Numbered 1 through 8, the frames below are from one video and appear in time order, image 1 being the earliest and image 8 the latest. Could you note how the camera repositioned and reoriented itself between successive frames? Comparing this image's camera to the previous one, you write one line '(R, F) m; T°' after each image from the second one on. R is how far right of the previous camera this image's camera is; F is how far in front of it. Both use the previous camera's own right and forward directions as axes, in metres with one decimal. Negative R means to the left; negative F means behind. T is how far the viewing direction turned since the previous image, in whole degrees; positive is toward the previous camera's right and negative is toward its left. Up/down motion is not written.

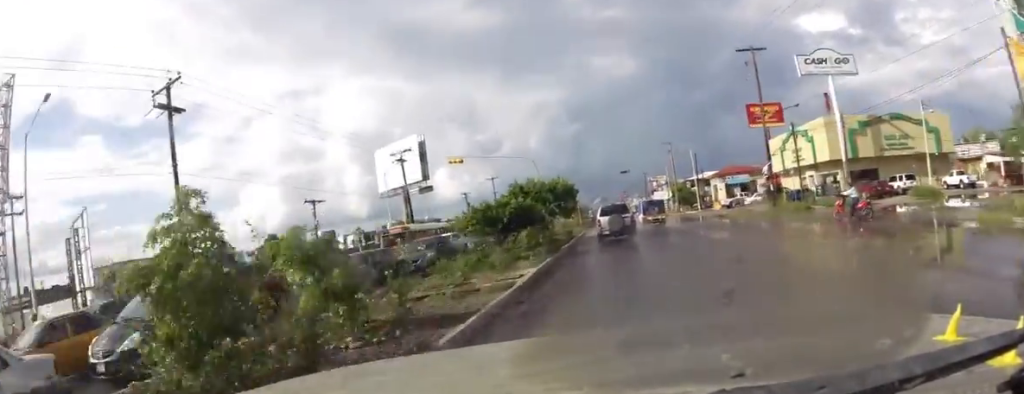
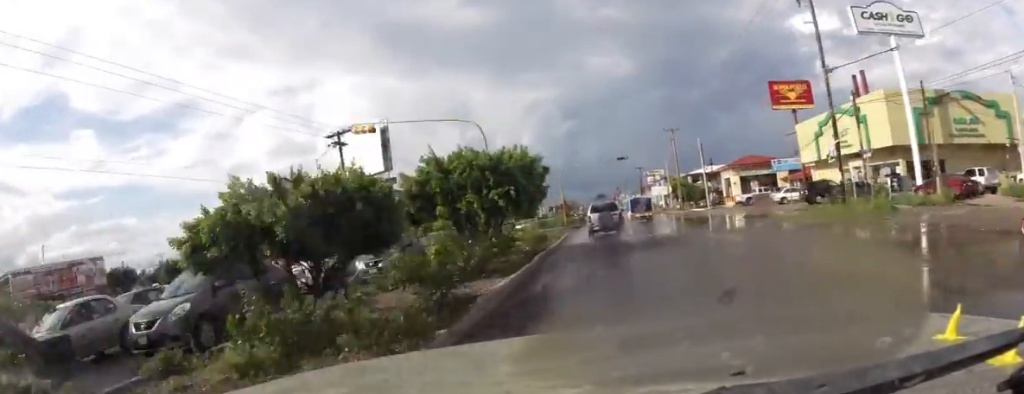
(-0.1, +13.9) m; +1°
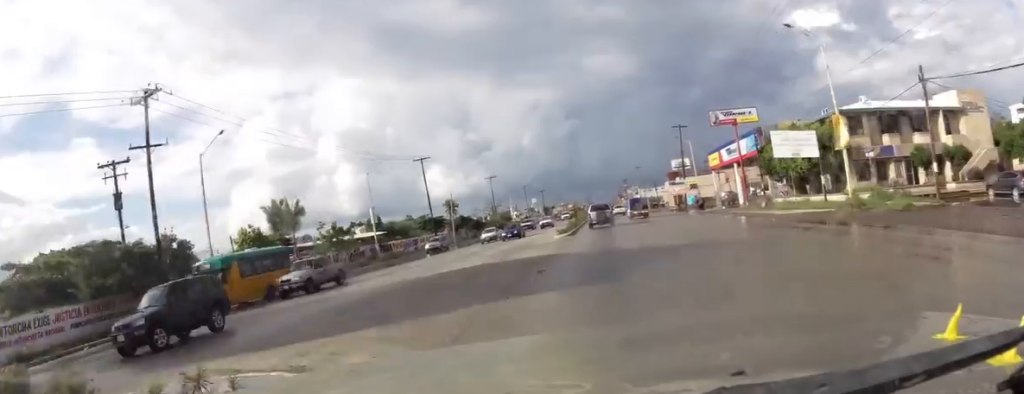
(-0.9, +78.9) m; -1°
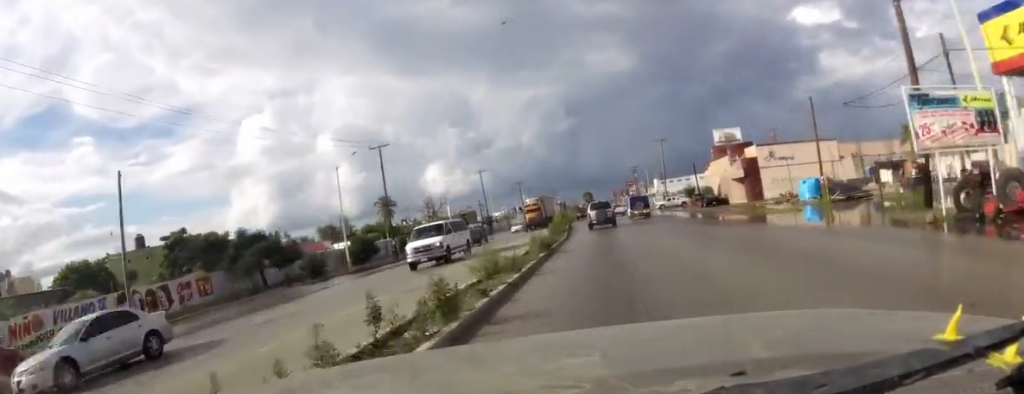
(+0.8, +56.0) m; 0°
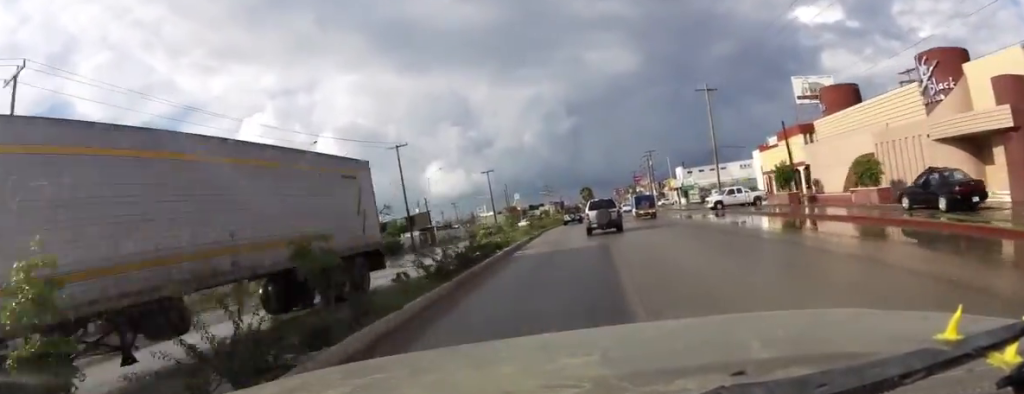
(-0.5, +40.6) m; 0°
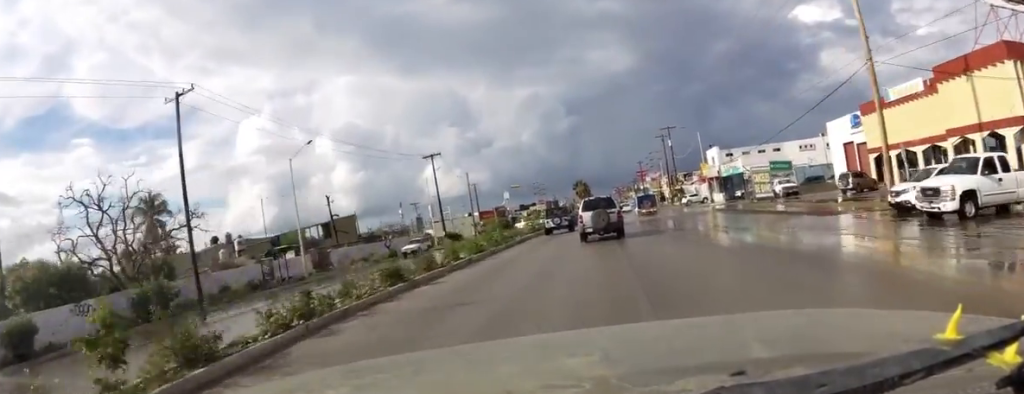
(+0.3, +32.7) m; +1°
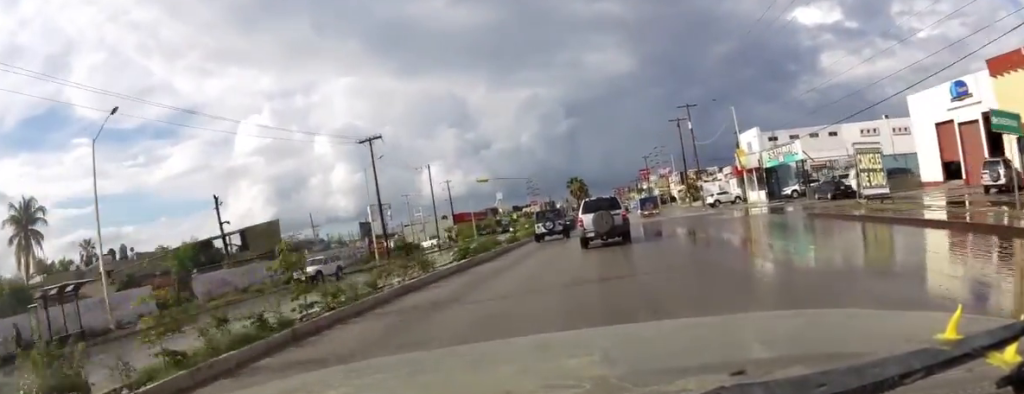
(0.0, +17.7) m; 0°
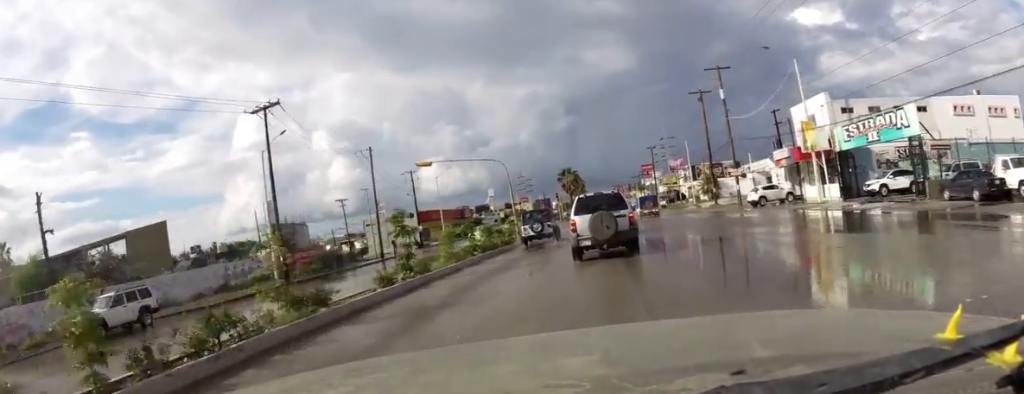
(0.0, +14.1) m; 0°
